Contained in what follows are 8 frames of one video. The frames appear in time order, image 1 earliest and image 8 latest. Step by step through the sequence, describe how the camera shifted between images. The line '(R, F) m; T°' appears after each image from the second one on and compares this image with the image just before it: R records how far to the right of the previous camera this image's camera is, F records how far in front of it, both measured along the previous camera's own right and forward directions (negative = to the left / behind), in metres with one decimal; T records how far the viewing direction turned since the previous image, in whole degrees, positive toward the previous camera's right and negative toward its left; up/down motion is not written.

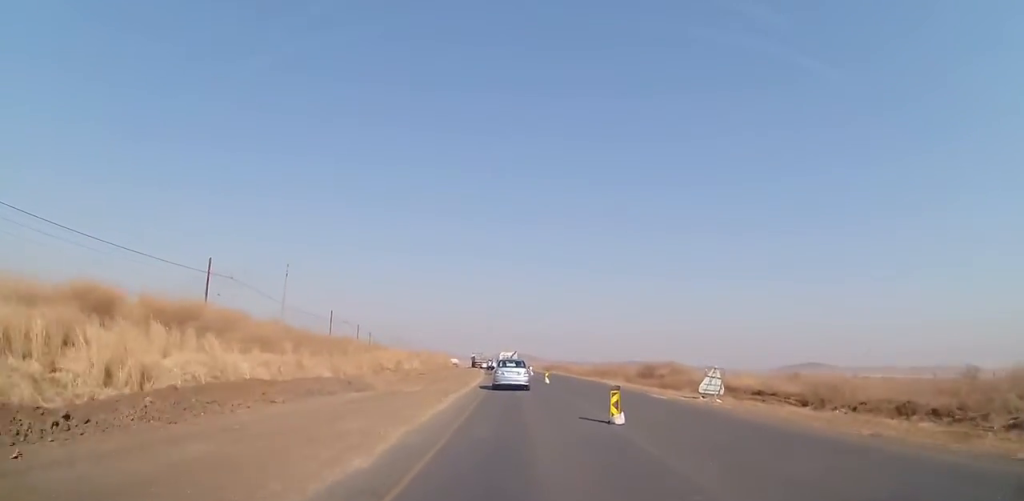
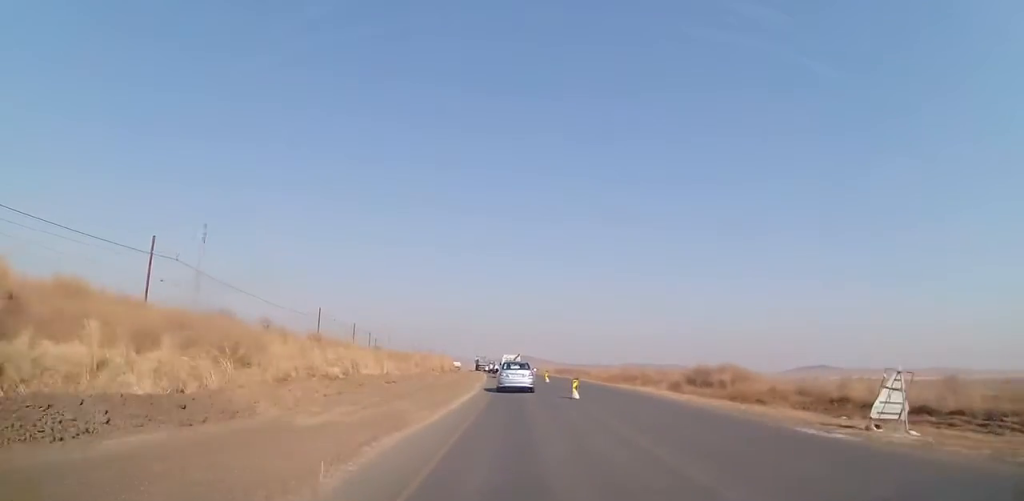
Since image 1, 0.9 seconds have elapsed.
(-0.1, +12.8) m; -1°
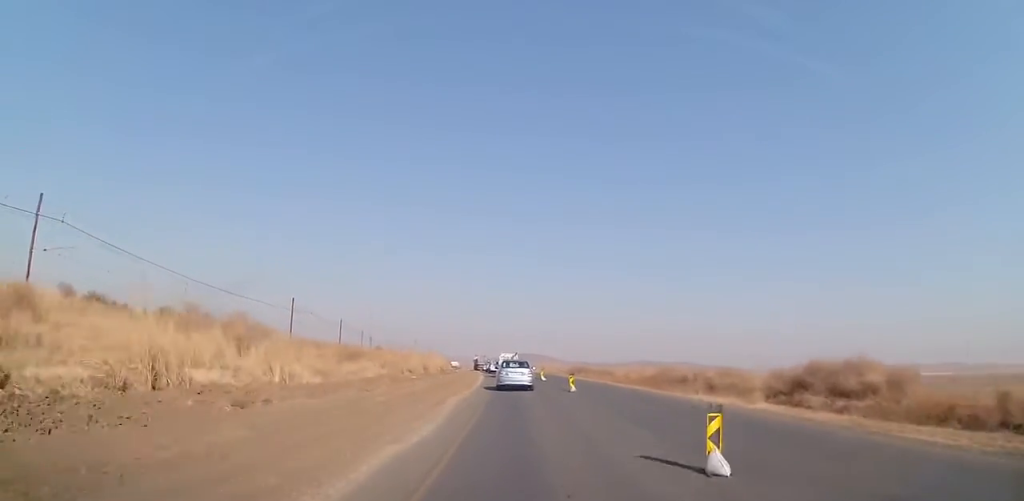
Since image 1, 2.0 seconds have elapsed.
(-0.1, +16.0) m; 0°
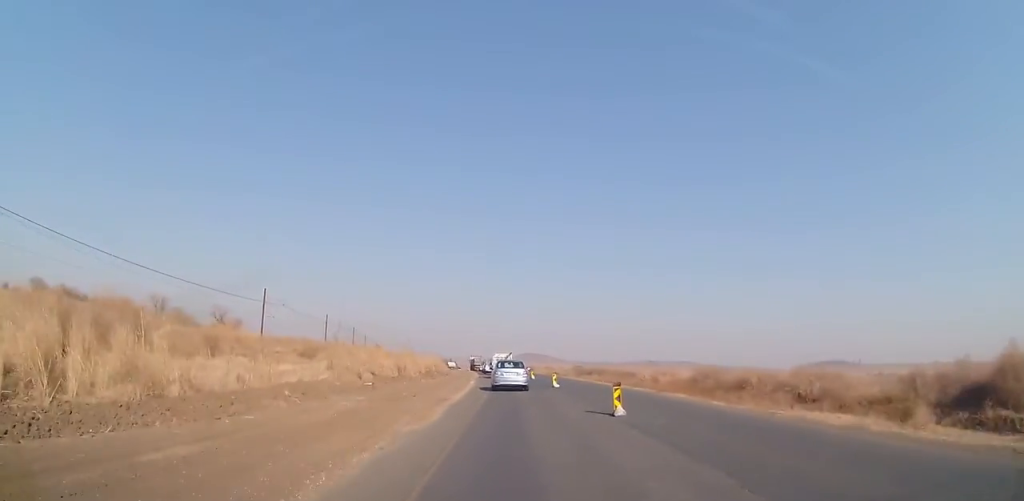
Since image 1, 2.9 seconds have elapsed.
(+0.1, +11.6) m; +1°
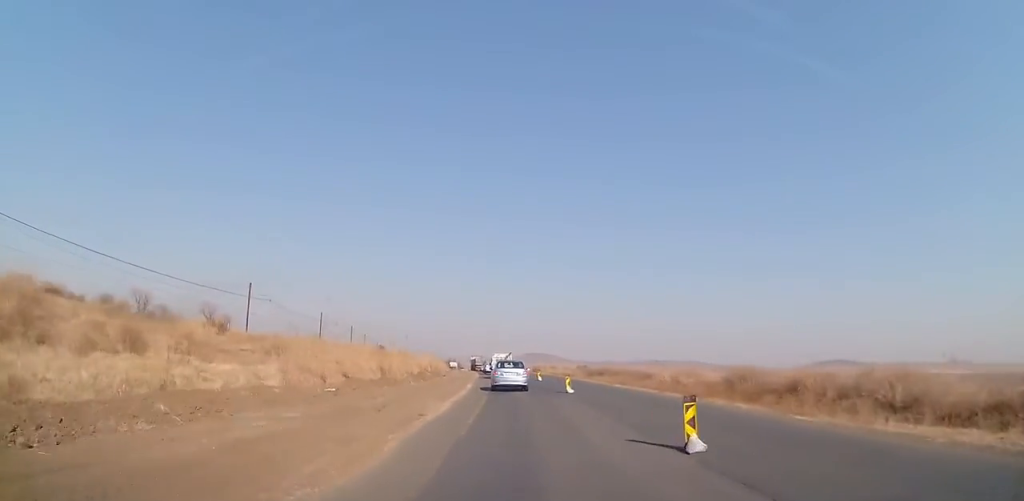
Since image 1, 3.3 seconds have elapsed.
(+0.1, +6.0) m; 0°
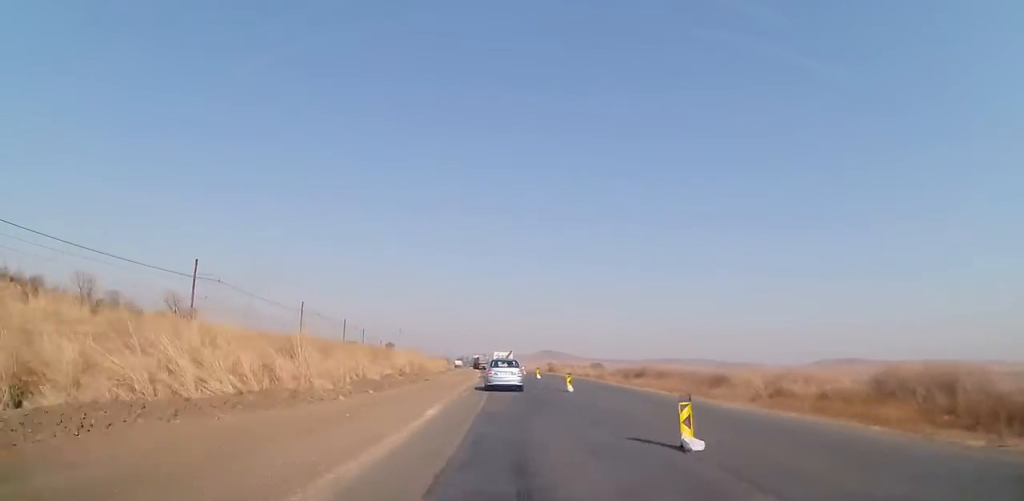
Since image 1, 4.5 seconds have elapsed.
(0.0, +16.4) m; -1°
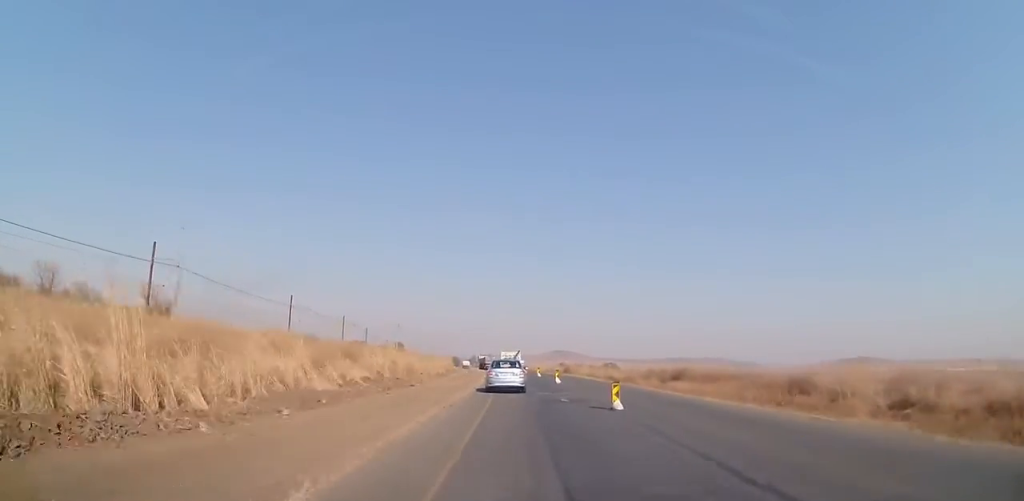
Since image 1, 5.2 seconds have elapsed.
(-0.1, +9.9) m; -2°
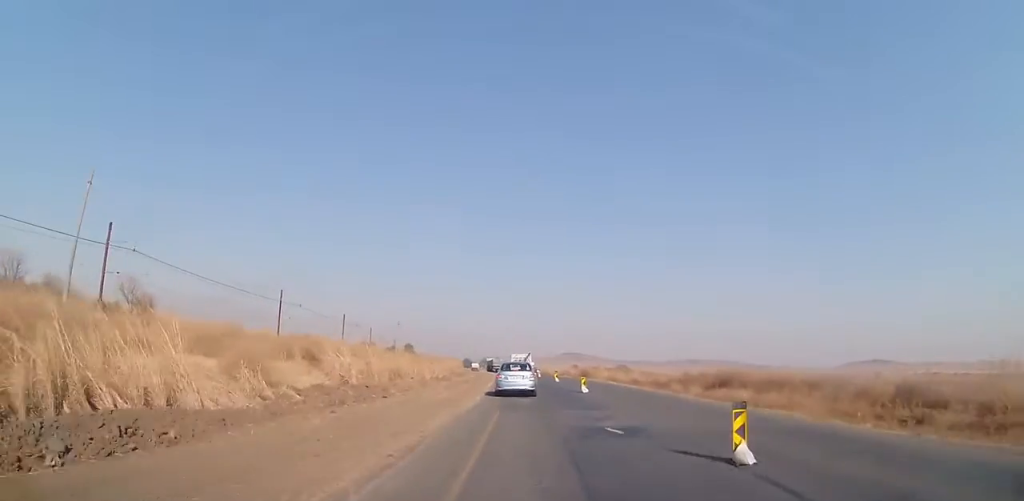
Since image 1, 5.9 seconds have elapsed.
(-0.2, +8.4) m; -1°
